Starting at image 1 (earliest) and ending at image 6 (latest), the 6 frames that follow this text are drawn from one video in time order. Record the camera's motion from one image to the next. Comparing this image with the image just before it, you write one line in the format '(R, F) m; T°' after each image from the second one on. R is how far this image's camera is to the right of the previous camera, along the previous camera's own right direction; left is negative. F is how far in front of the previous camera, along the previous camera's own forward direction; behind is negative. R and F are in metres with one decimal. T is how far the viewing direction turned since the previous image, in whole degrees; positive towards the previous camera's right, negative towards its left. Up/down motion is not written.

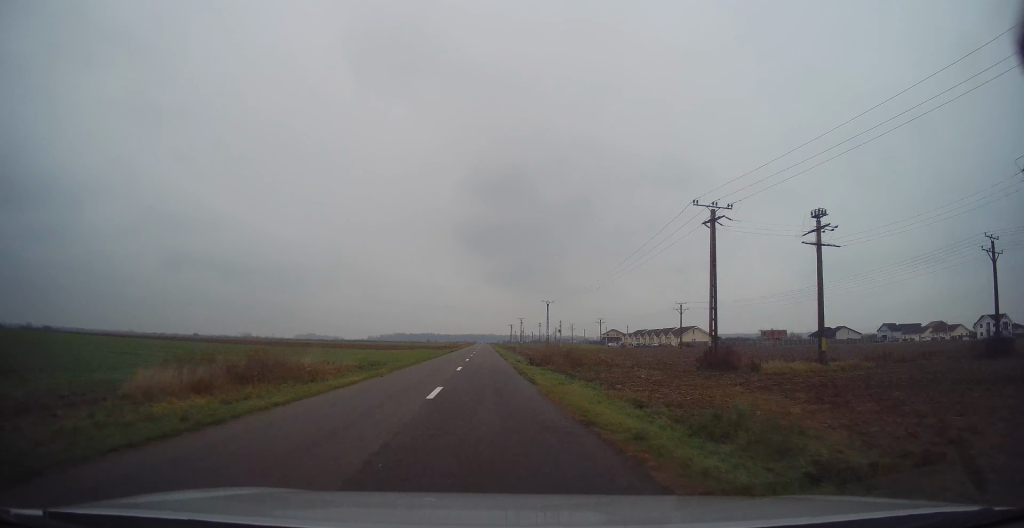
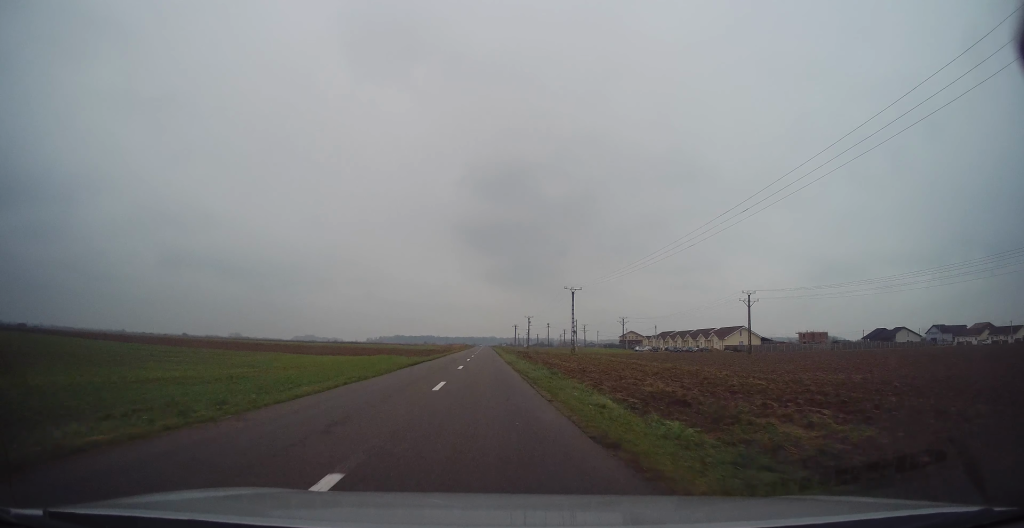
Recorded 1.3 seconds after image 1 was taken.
(+0.2, +34.0) m; -1°
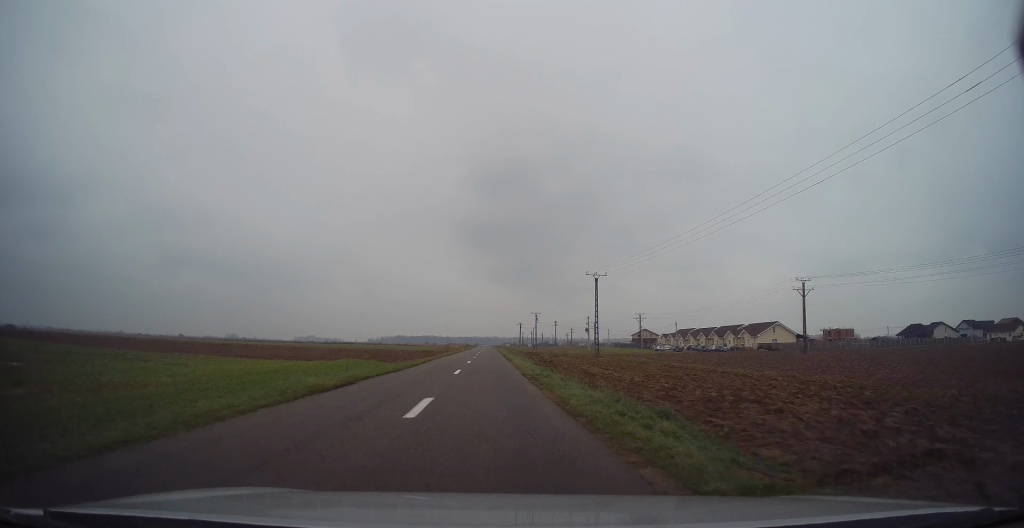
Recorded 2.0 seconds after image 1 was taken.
(-0.1, +16.8) m; -1°
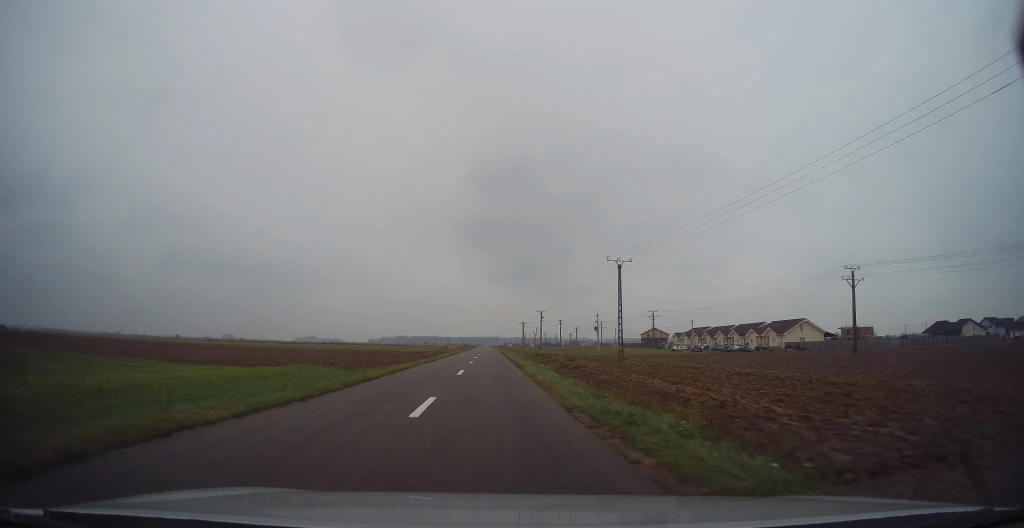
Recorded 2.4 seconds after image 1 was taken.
(0.0, +11.7) m; 0°
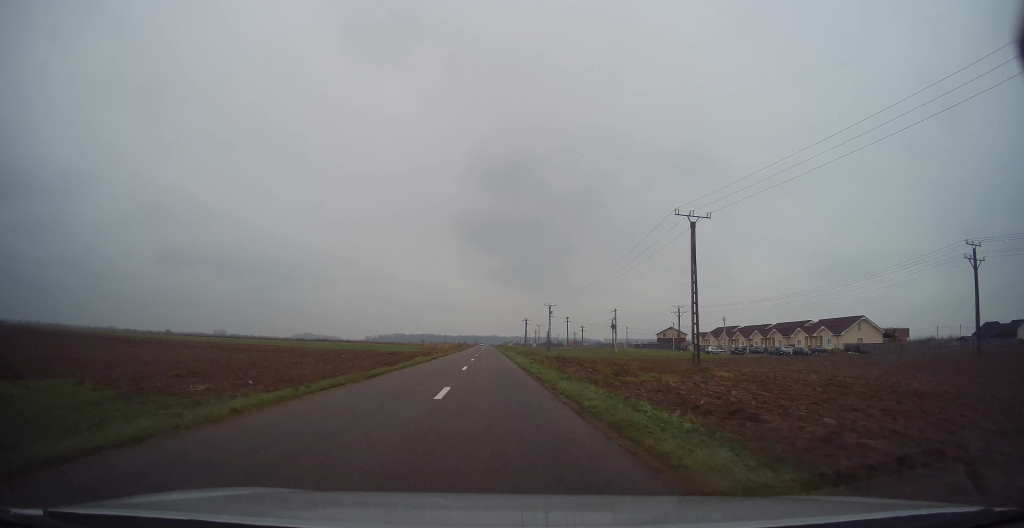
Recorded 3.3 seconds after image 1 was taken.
(0.0, +21.7) m; 0°
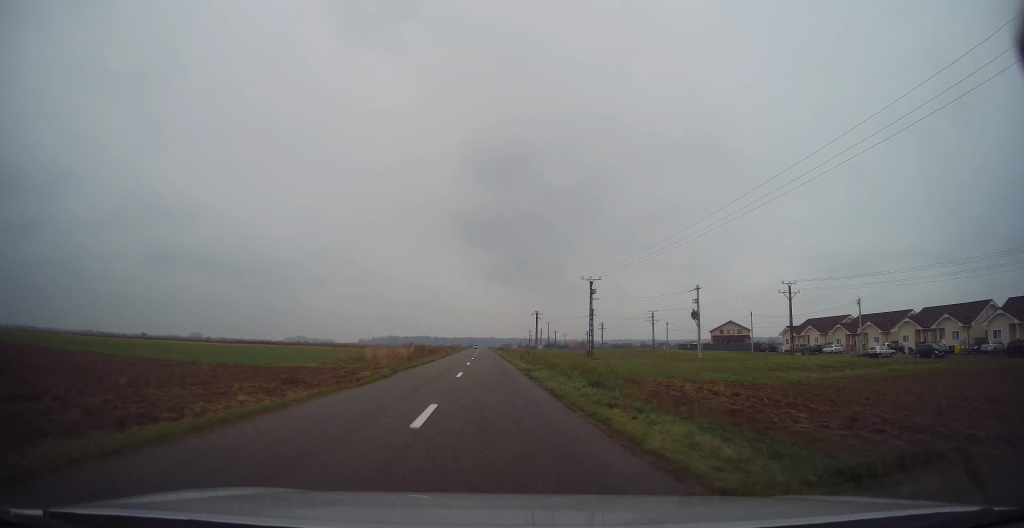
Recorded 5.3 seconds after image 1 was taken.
(0.0, +51.4) m; +1°
